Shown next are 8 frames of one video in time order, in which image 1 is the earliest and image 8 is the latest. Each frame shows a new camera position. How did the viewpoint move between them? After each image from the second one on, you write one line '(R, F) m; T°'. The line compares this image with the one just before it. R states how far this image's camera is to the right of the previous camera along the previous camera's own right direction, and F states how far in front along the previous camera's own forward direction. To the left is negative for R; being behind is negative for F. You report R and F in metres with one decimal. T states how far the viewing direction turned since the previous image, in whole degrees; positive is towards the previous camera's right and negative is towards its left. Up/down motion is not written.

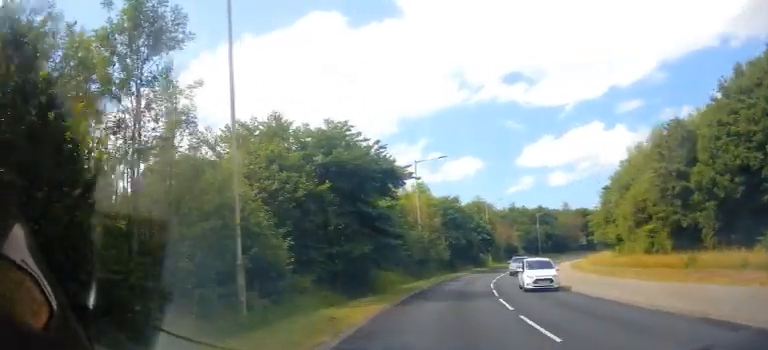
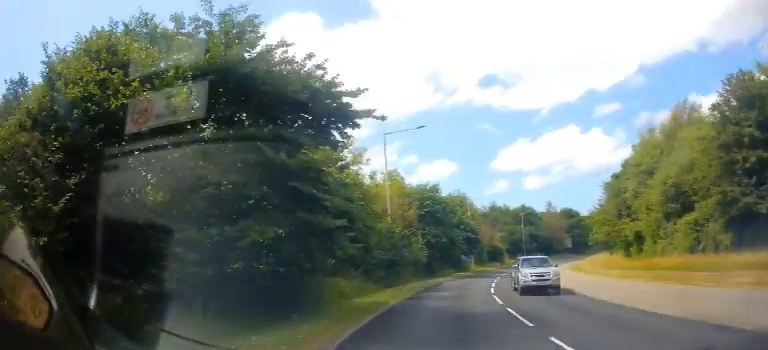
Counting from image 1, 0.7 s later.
(-0.3, +9.5) m; +3°
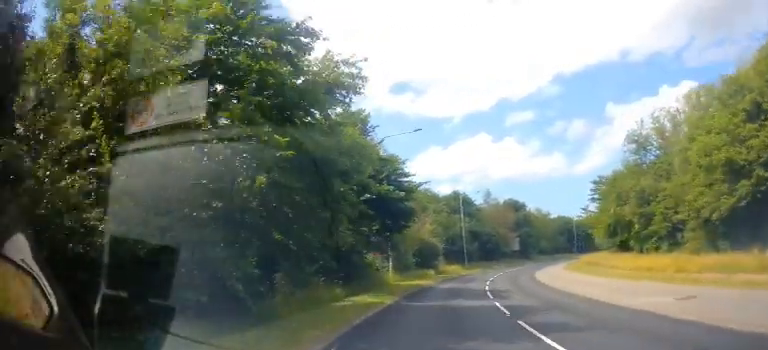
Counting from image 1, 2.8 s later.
(+3.4, +33.0) m; +11°
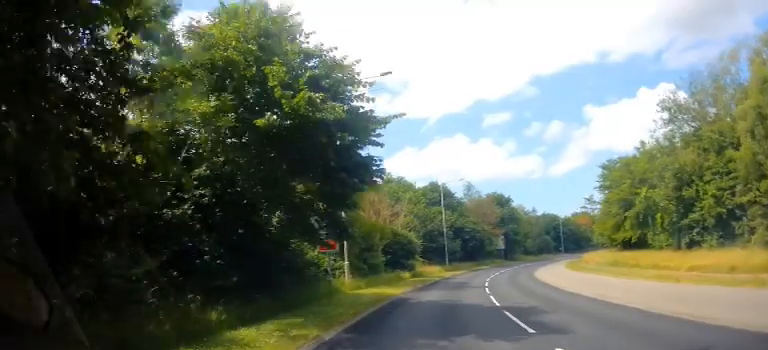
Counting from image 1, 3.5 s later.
(+0.4, +9.8) m; +3°
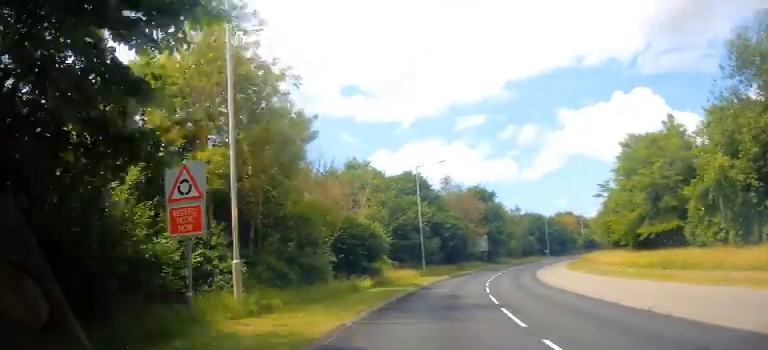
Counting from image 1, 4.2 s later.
(+0.4, +11.1) m; +3°
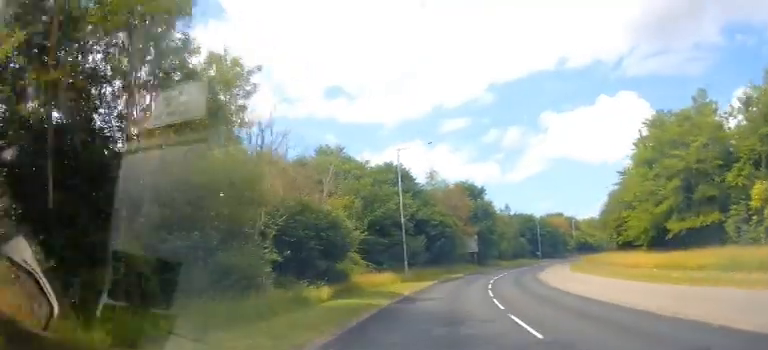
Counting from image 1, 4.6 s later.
(0.0, +7.2) m; +2°
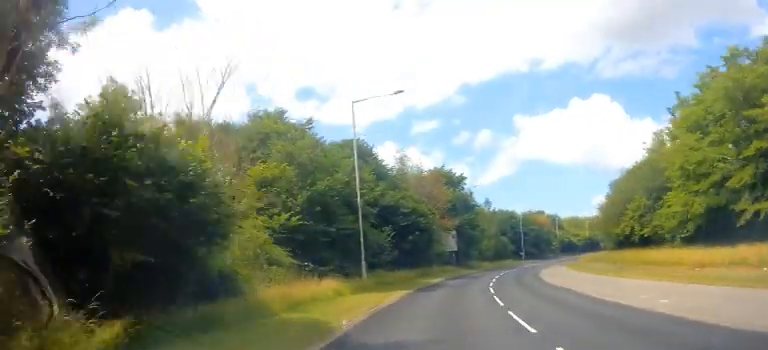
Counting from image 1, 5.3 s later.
(+0.4, +11.3) m; +3°
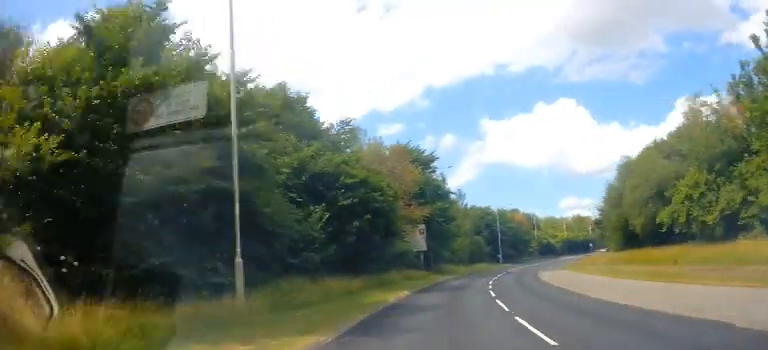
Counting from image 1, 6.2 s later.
(+0.4, +13.4) m; +4°
